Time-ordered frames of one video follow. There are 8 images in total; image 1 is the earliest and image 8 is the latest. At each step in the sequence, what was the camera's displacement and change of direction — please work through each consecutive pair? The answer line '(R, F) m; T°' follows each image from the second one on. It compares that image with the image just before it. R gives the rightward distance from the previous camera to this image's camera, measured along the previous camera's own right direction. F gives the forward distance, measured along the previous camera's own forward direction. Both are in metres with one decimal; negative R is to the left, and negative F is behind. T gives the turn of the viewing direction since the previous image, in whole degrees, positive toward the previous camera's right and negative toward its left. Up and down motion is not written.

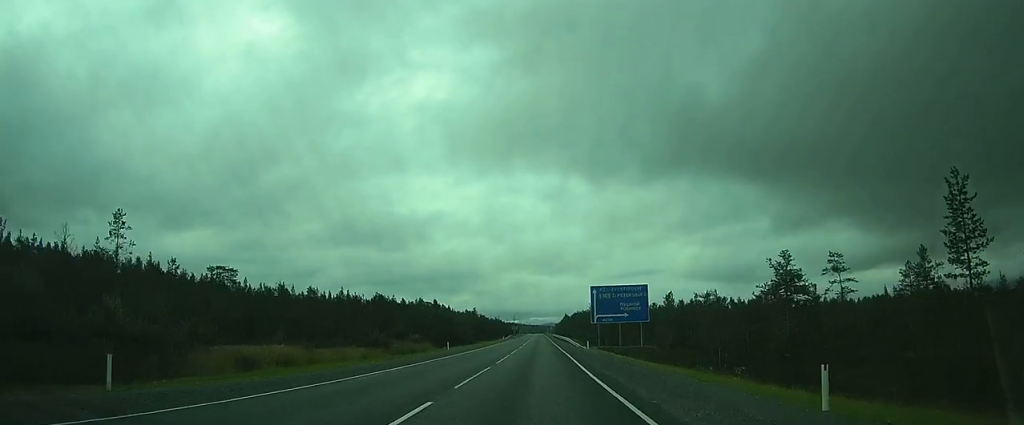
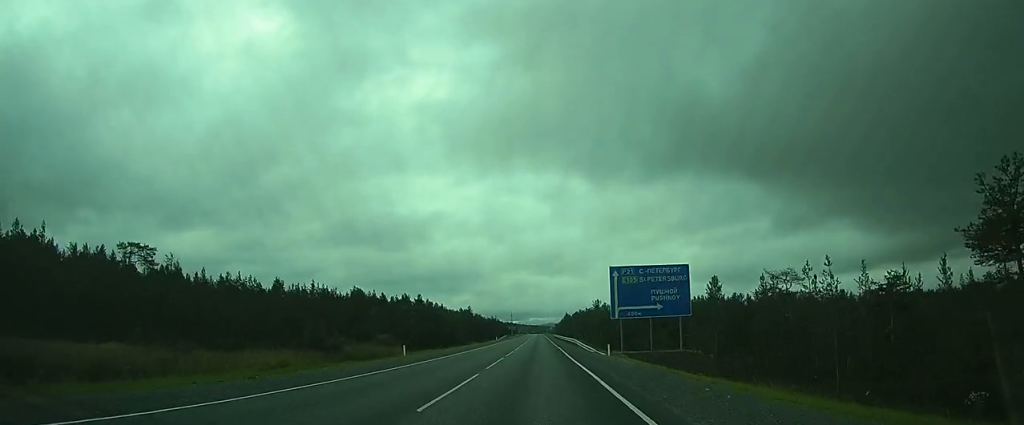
(-0.4, +17.4) m; -1°
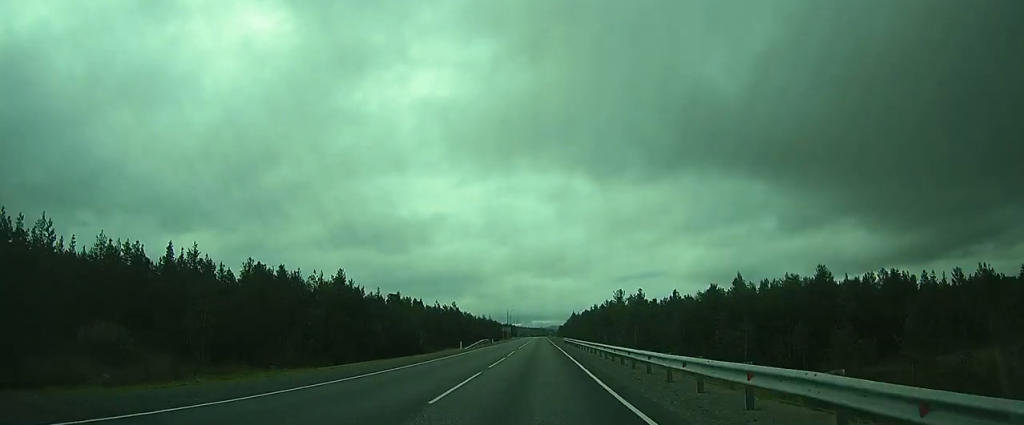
(-0.7, +49.0) m; -1°
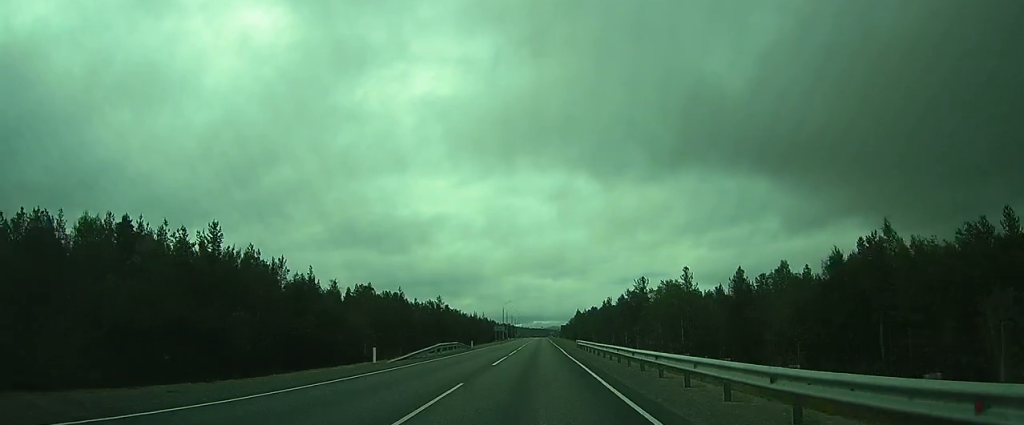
(0.0, +29.7) m; 0°
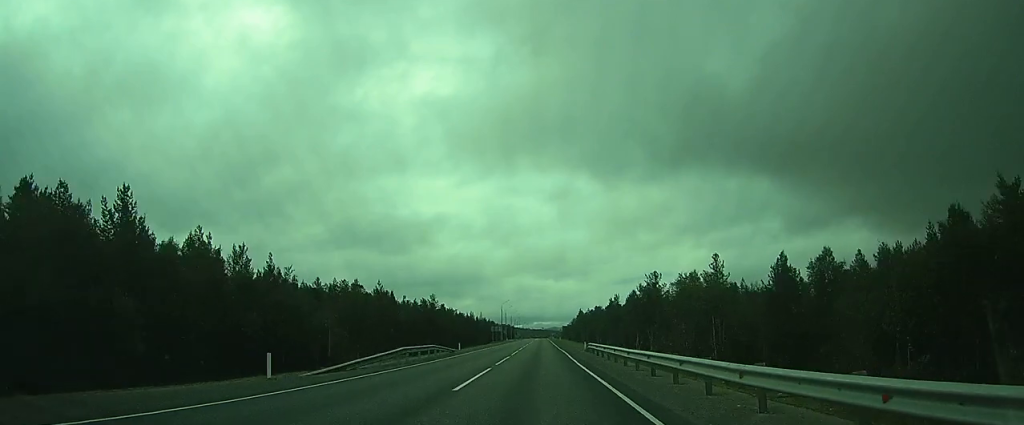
(0.0, +11.0) m; 0°
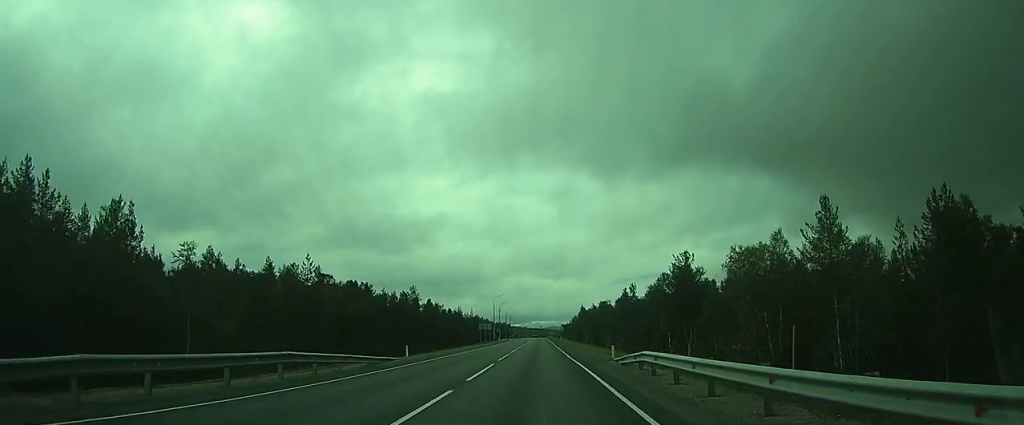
(-0.1, +21.8) m; -1°
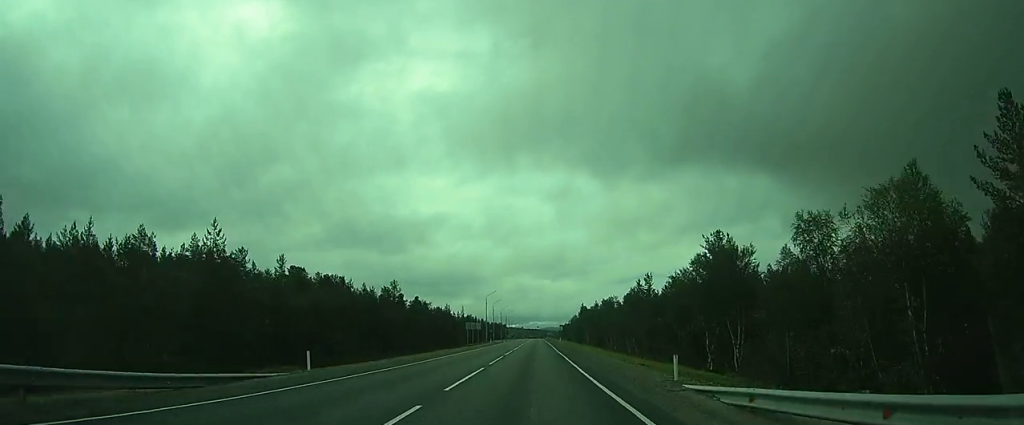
(-0.1, +15.0) m; 0°
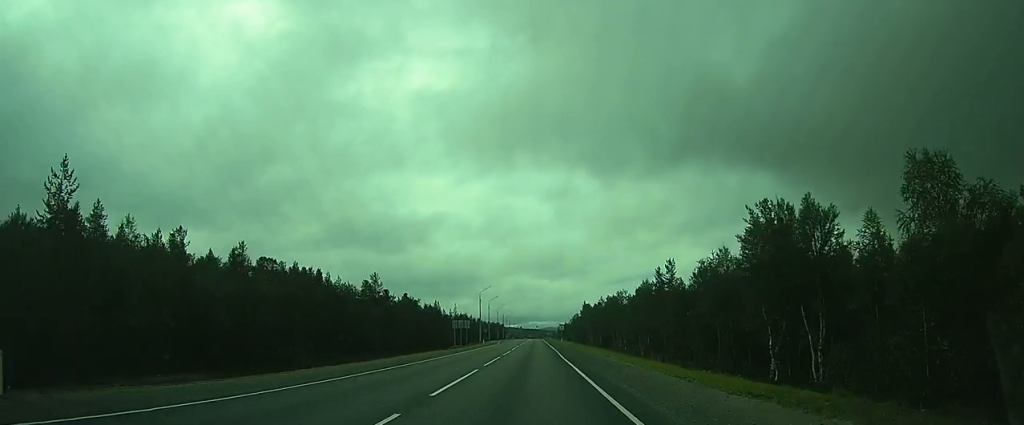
(-0.1, +13.4) m; 0°
